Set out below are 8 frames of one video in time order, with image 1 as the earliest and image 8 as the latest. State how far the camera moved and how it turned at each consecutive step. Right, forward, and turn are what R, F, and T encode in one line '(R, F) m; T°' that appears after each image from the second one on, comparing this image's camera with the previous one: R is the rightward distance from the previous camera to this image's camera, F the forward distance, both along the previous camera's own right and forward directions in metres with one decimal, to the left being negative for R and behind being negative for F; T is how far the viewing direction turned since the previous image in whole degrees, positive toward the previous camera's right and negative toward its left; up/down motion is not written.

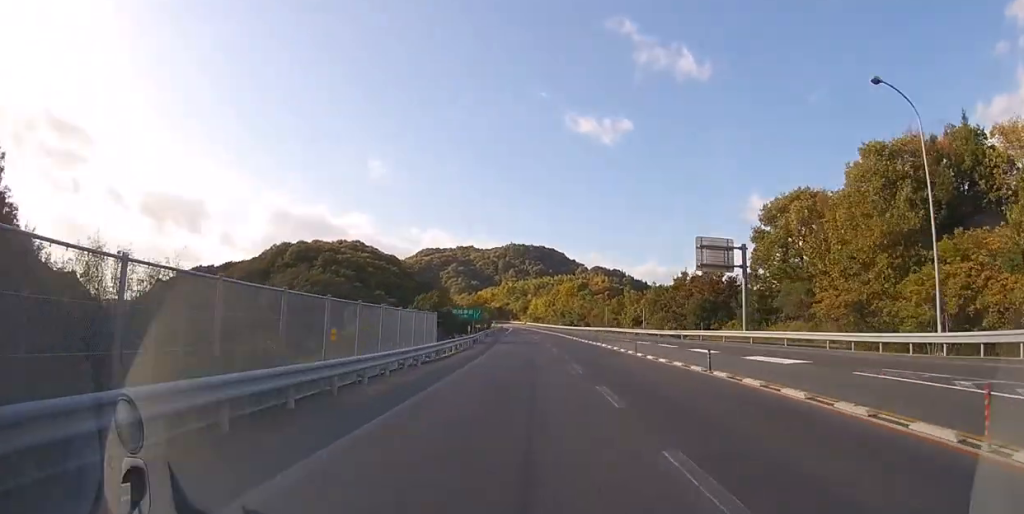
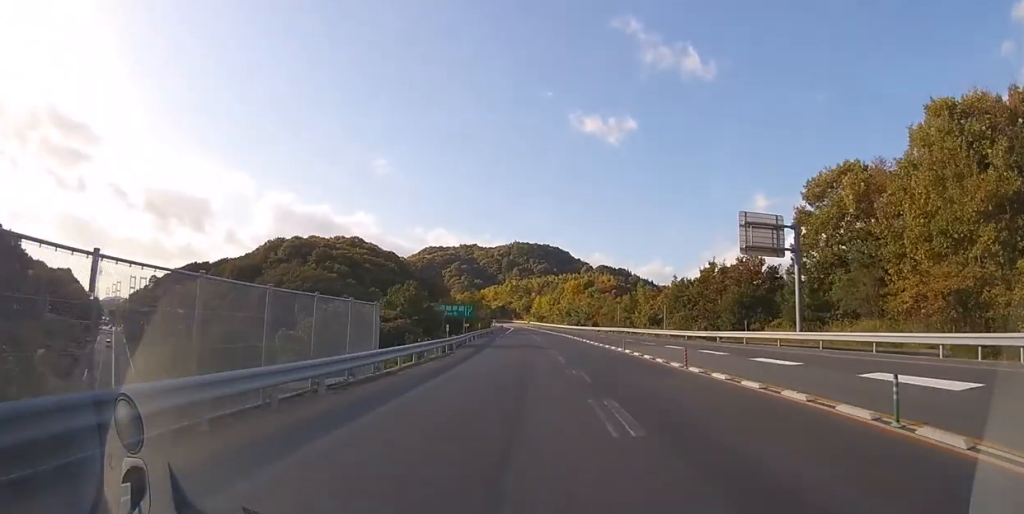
(0.0, +8.0) m; -1°
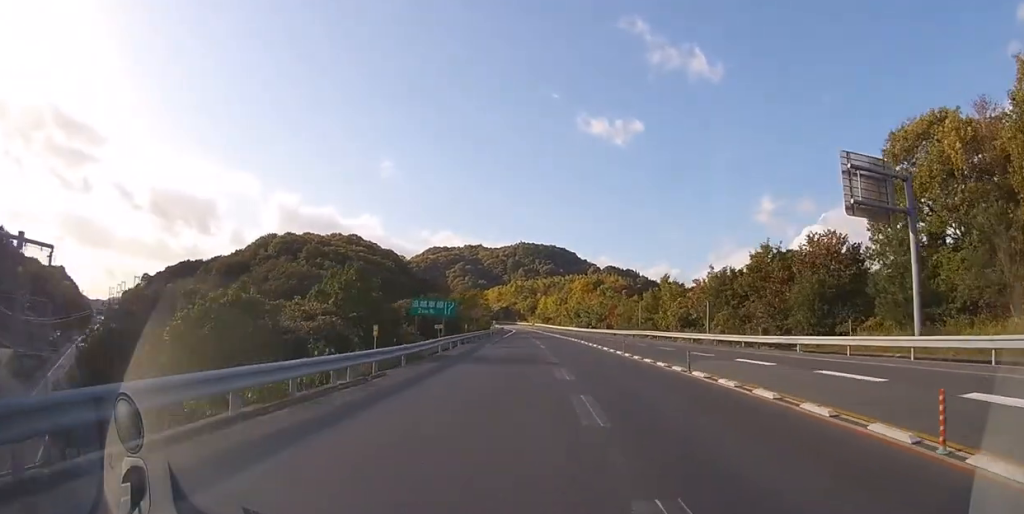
(-0.1, +11.8) m; -1°
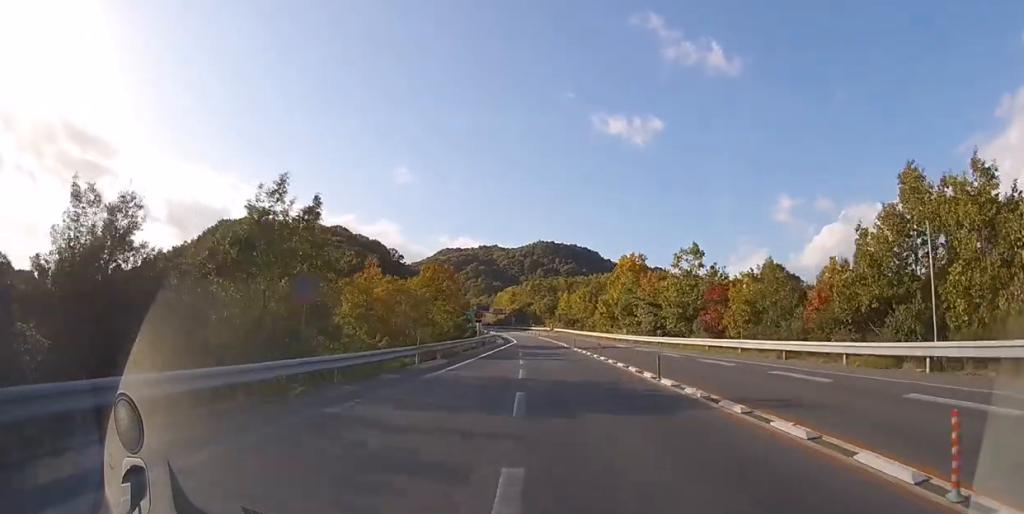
(-0.8, +41.1) m; -2°
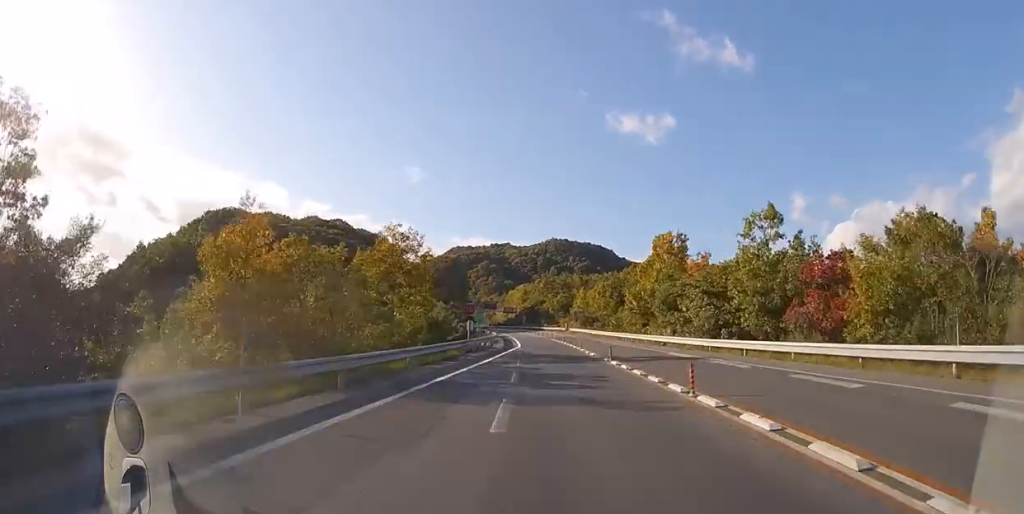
(-0.1, +13.6) m; -1°
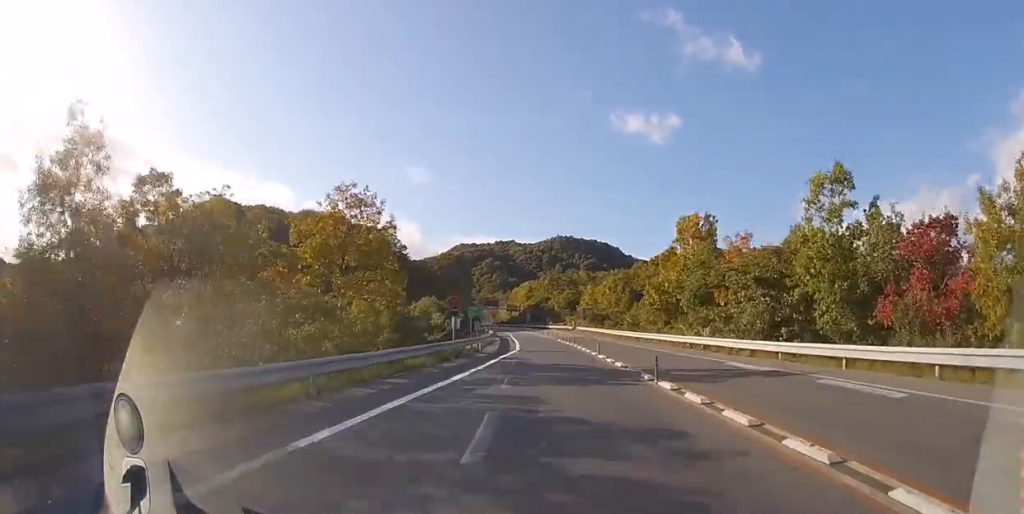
(0.0, +7.3) m; -1°
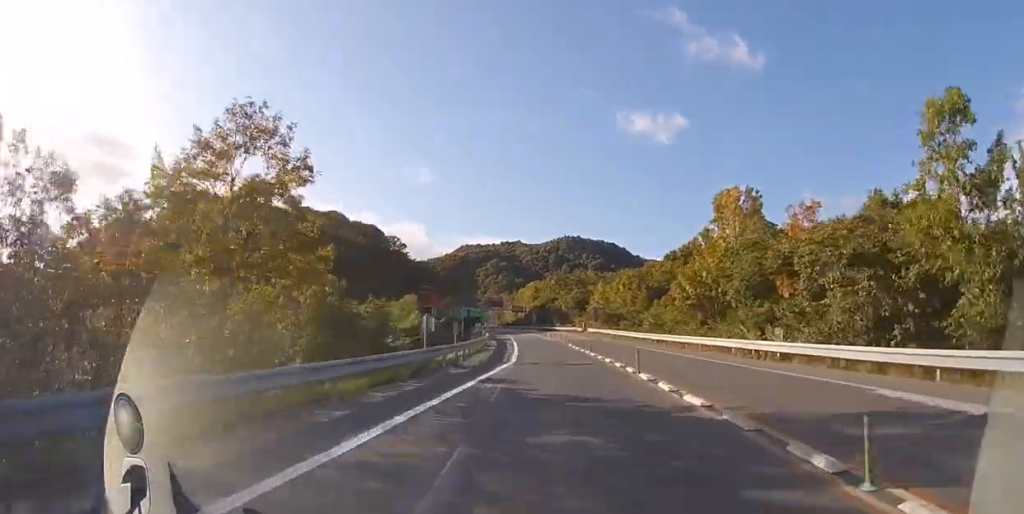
(0.0, +8.4) m; -1°
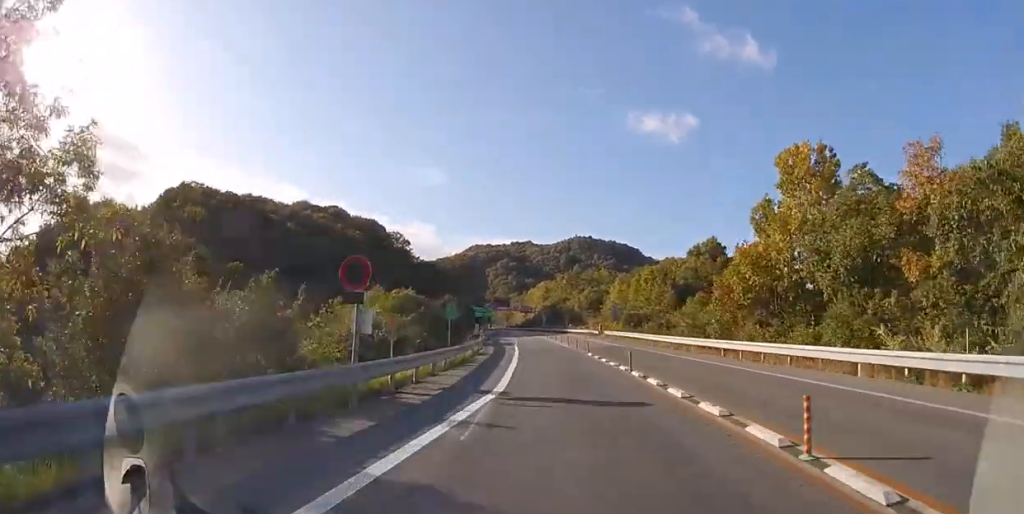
(-0.1, +9.0) m; -1°
